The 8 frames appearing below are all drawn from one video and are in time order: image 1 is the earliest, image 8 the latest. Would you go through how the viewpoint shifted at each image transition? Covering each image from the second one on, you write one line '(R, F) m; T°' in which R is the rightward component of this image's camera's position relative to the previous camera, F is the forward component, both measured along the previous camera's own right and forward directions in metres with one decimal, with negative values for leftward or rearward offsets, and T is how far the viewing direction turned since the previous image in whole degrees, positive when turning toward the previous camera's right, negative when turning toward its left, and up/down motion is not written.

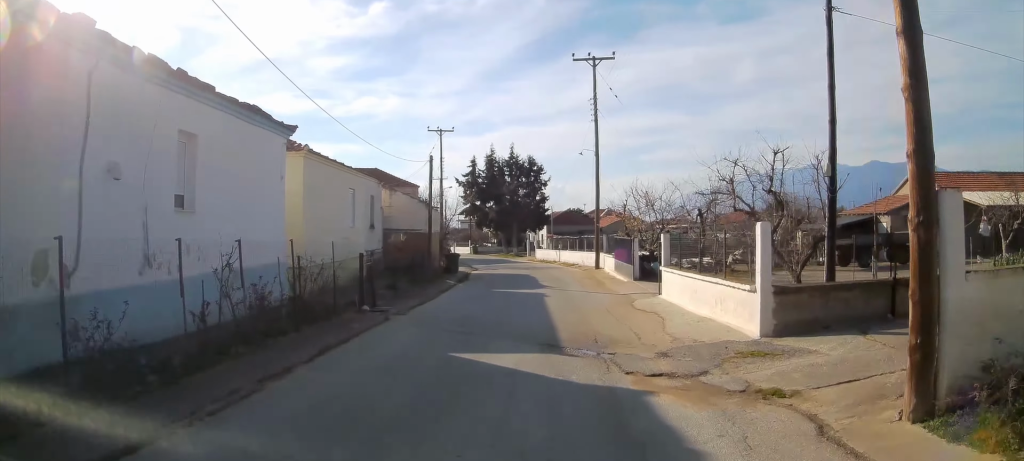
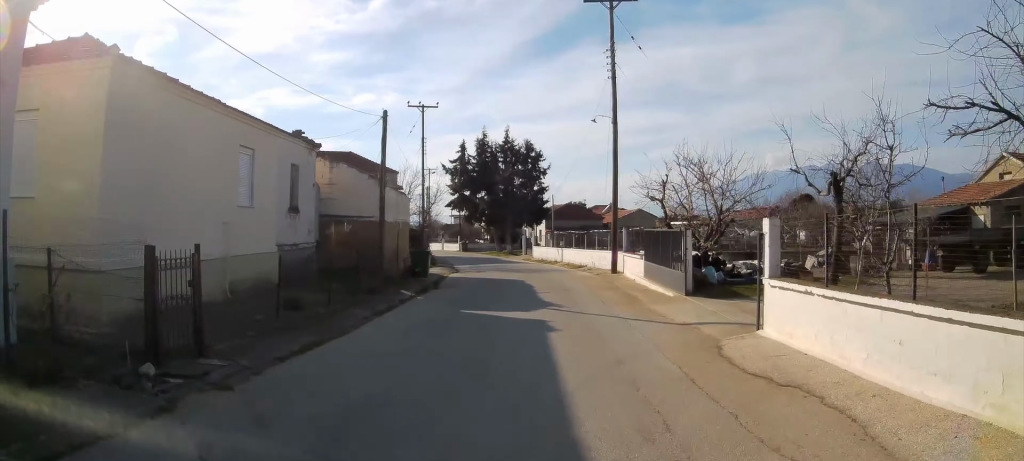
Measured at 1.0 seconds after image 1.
(0.0, +8.5) m; +3°
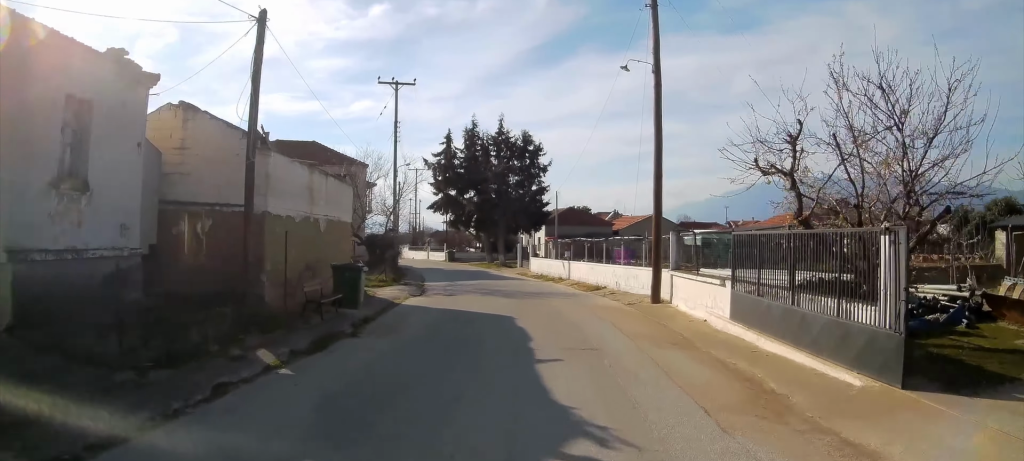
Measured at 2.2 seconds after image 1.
(+0.4, +9.3) m; 0°
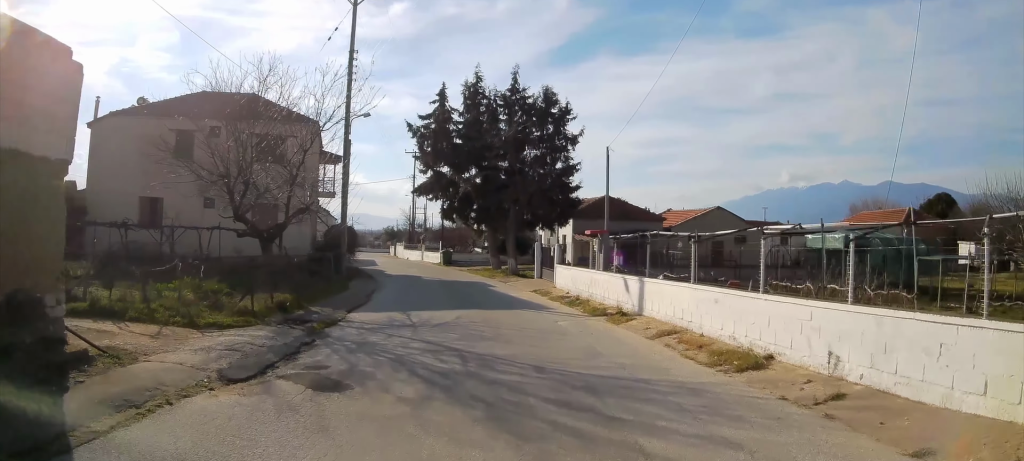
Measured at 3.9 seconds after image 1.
(-0.1, +14.5) m; -2°
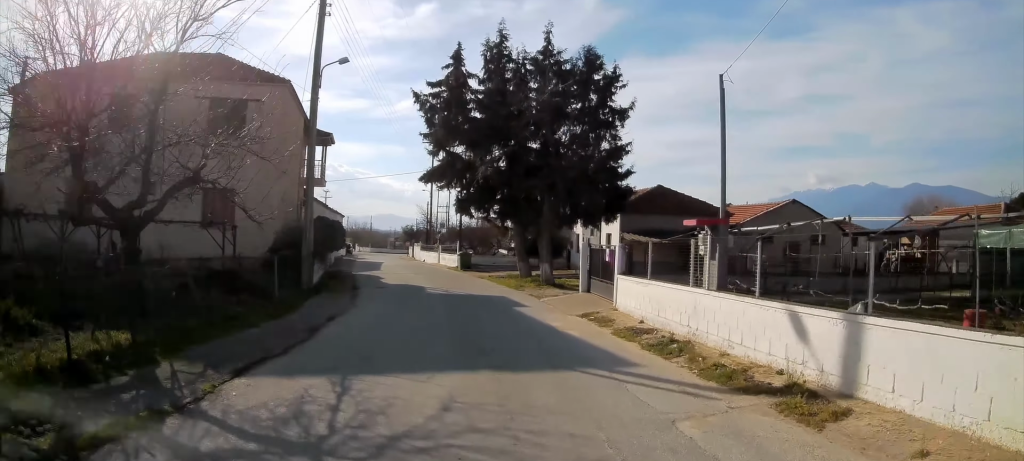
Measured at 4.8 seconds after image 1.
(-0.5, +7.7) m; -5°
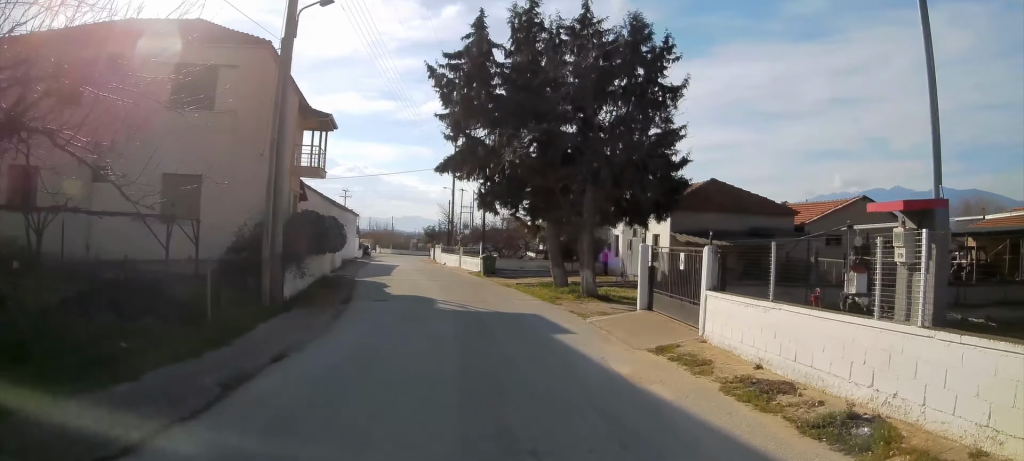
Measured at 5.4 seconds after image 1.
(-0.2, +4.6) m; -3°
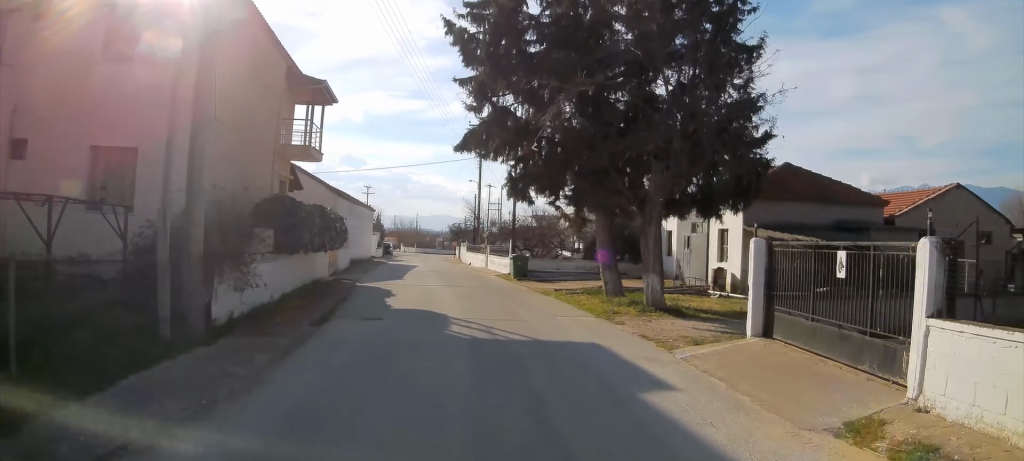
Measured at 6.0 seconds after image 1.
(+0.1, +4.9) m; -2°
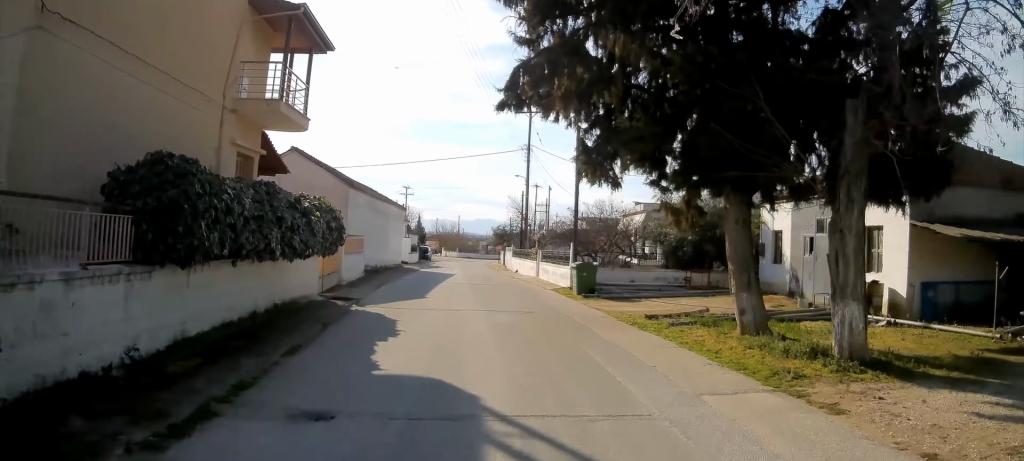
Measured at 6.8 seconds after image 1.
(-0.3, +6.9) m; -3°
